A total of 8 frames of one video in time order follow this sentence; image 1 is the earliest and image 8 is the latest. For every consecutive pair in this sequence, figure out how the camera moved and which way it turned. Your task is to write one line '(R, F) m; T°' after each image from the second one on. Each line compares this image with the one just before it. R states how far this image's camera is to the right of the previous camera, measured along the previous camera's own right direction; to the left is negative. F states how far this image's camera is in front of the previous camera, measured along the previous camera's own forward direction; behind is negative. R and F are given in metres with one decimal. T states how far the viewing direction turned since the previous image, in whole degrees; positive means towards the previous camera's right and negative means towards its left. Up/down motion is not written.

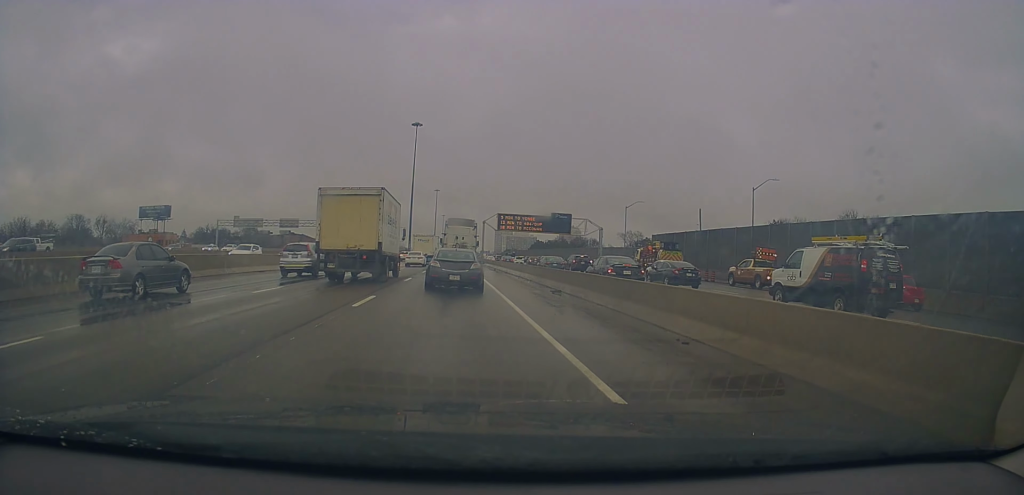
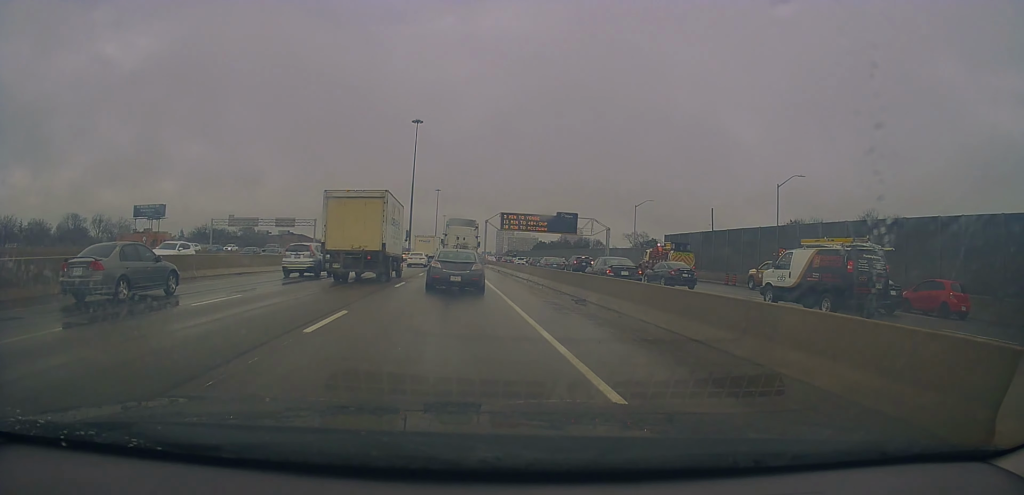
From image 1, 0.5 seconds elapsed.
(0.0, +4.2) m; -1°
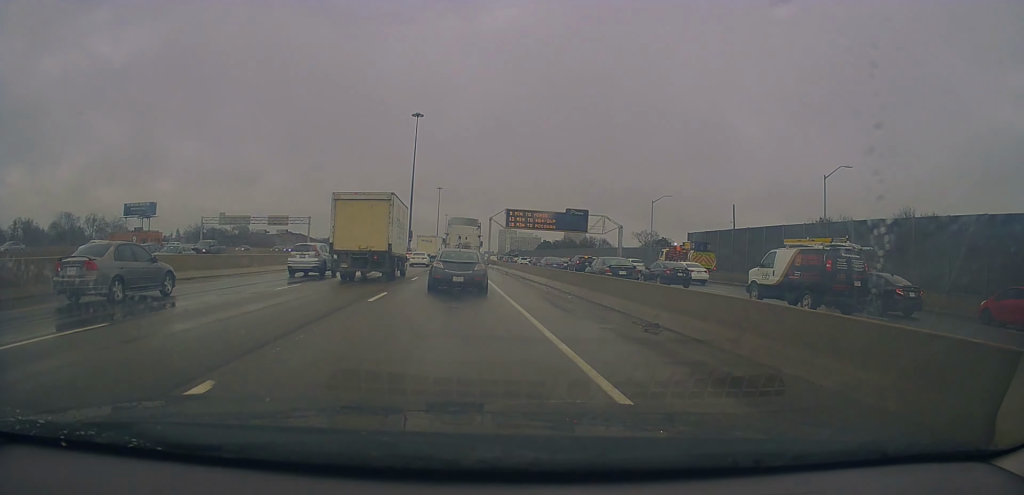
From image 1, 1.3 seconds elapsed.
(-0.1, +6.4) m; -2°
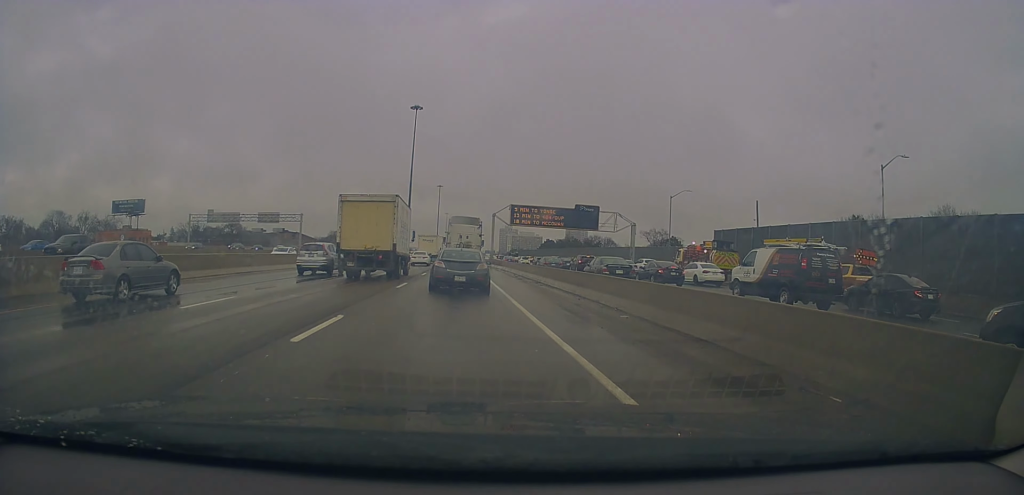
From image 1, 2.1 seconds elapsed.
(-0.2, +6.7) m; +2°
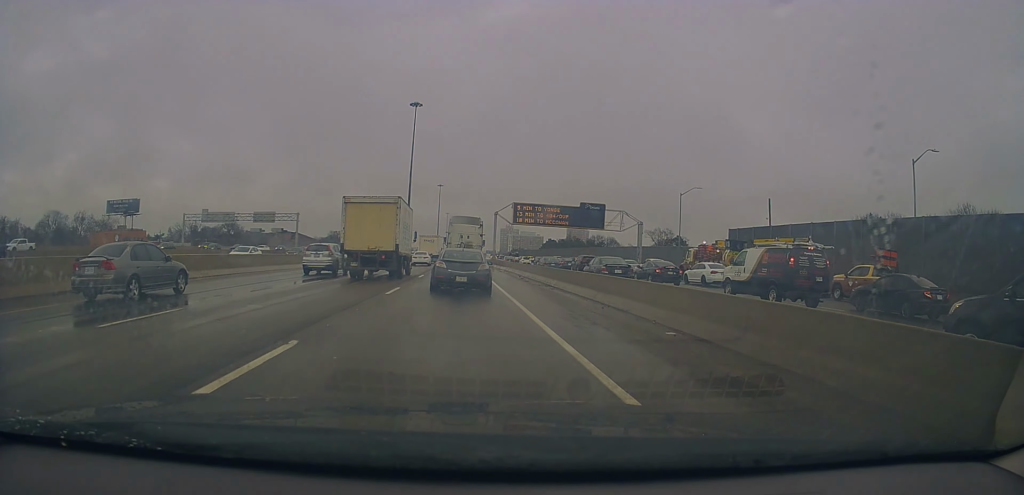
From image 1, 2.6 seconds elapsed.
(0.0, +3.3) m; +1°
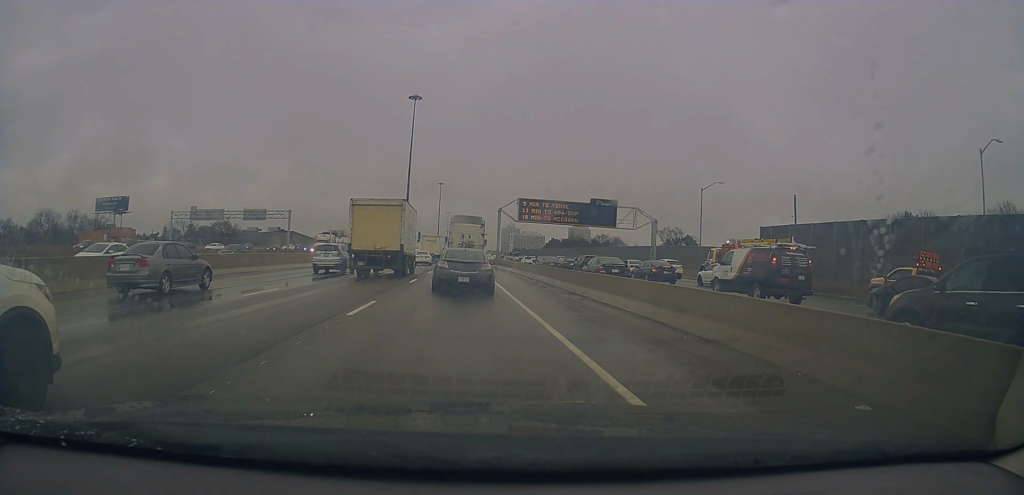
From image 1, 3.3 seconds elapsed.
(+0.5, +5.8) m; +1°
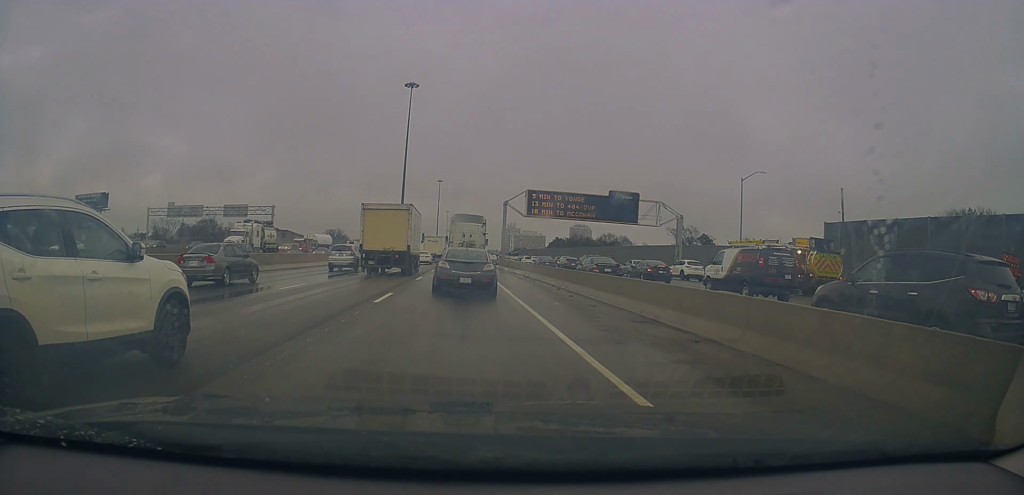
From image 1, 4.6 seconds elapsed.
(-0.5, +9.7) m; -3°
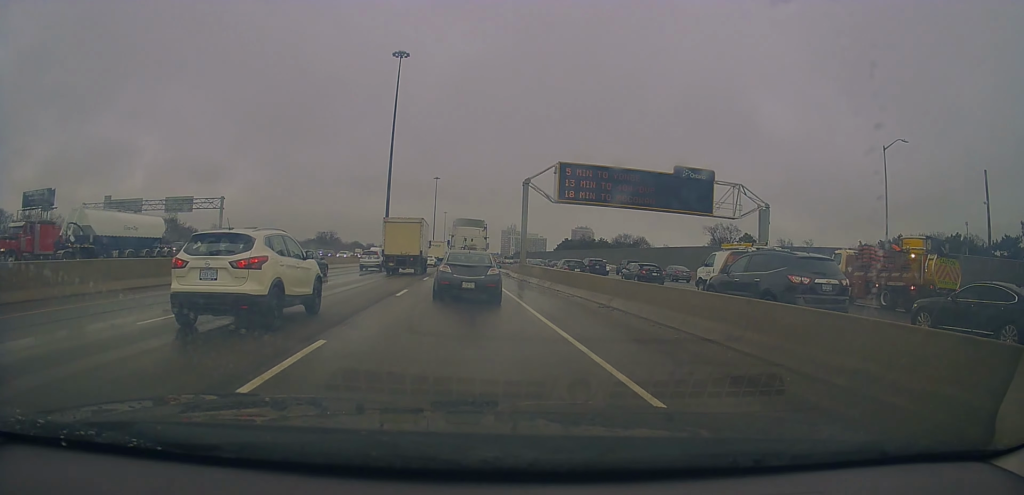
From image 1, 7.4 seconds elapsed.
(+0.2, +20.3) m; +3°
